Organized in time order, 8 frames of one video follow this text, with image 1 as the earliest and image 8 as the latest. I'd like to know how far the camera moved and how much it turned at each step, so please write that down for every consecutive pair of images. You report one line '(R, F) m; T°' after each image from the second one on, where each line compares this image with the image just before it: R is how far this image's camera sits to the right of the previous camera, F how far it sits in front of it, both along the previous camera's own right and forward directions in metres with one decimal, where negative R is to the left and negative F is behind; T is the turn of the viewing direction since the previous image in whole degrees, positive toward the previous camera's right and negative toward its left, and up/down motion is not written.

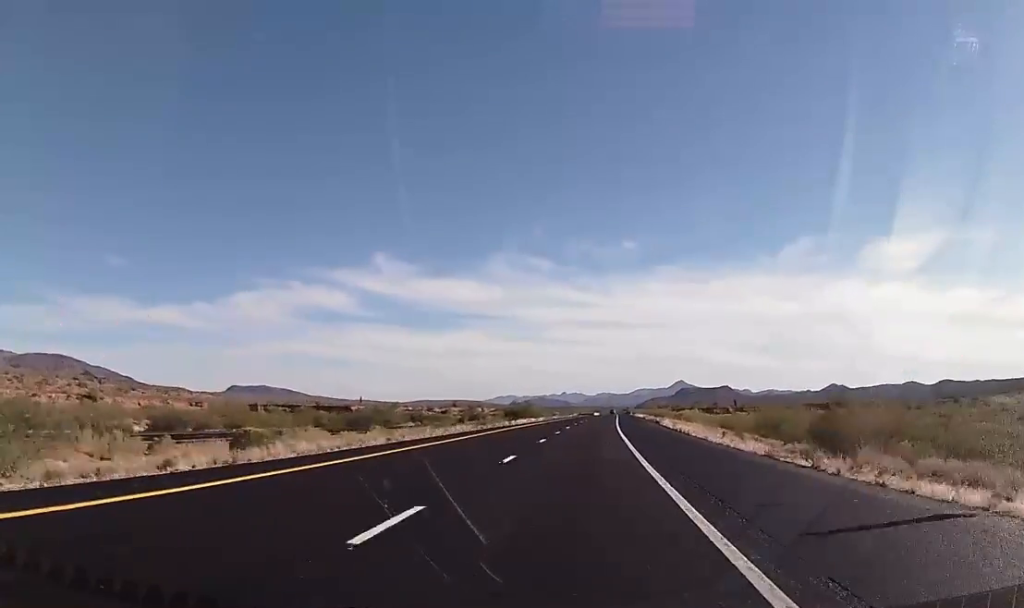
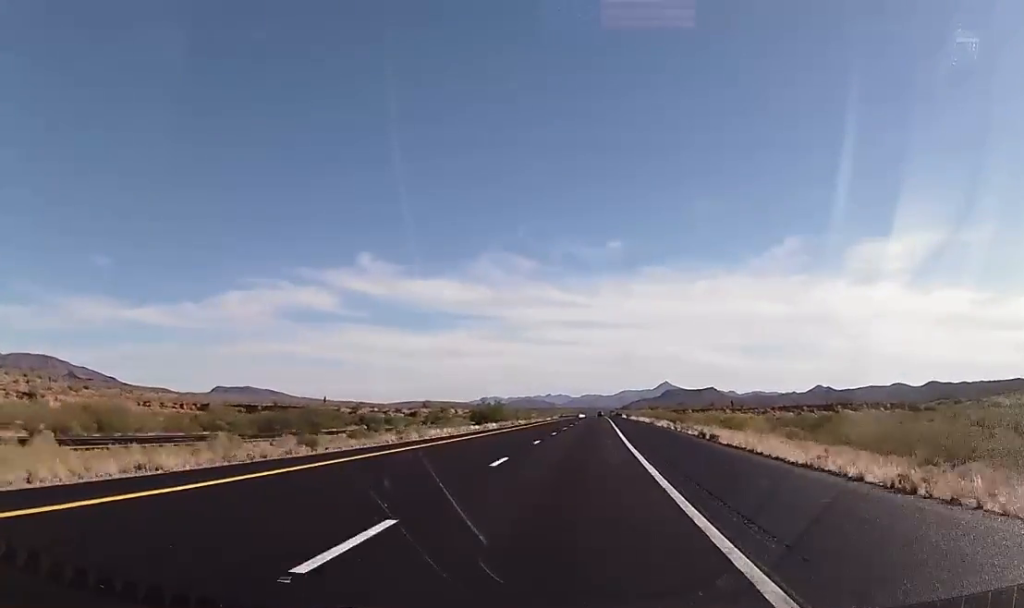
(+0.4, +37.5) m; +1°
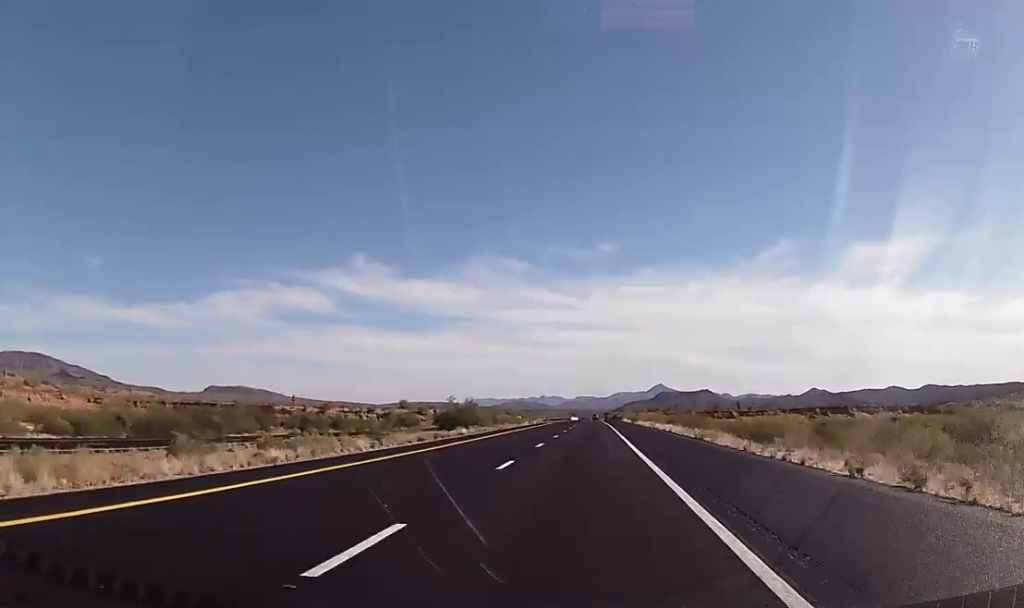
(+0.3, +36.5) m; +1°
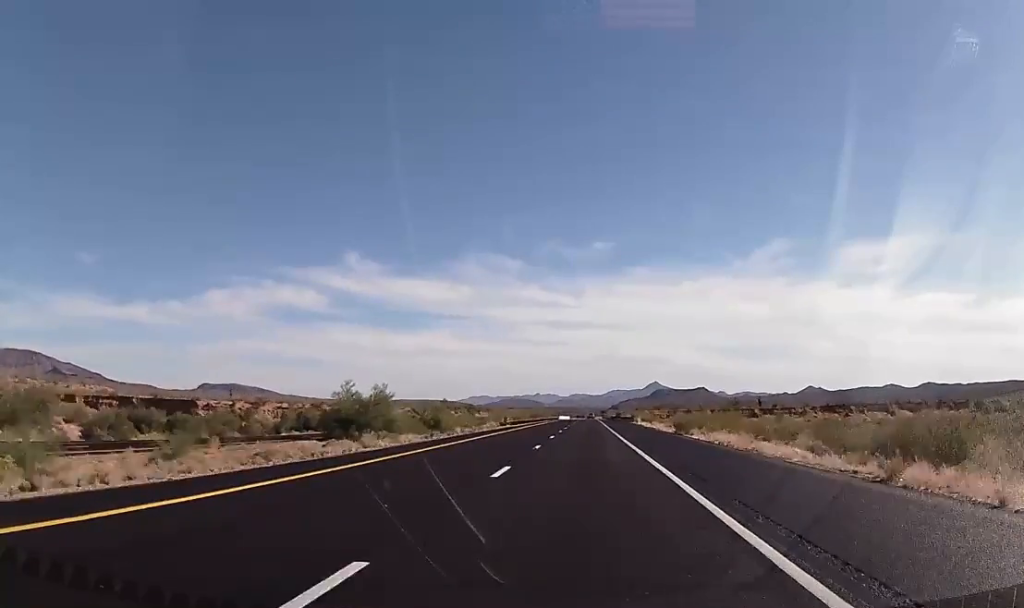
(+0.9, +63.2) m; +1°
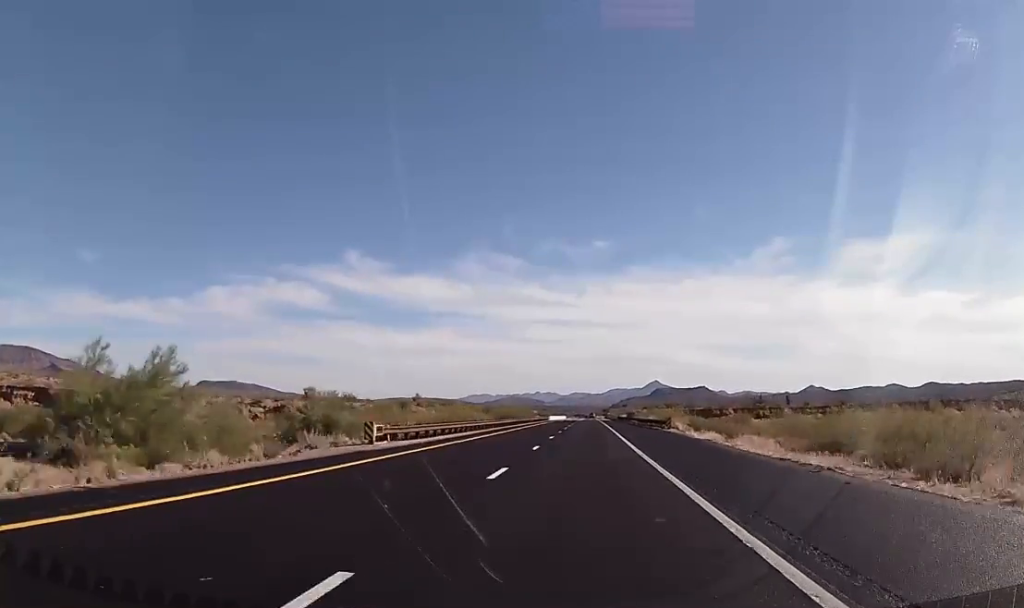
(+0.2, +49.0) m; 0°
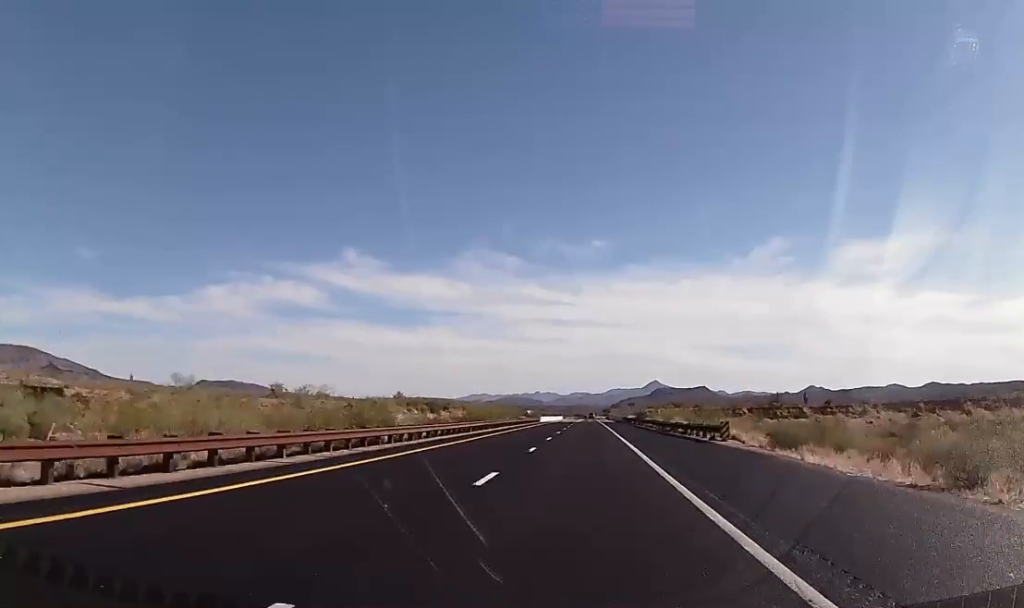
(-0.1, +25.2) m; 0°
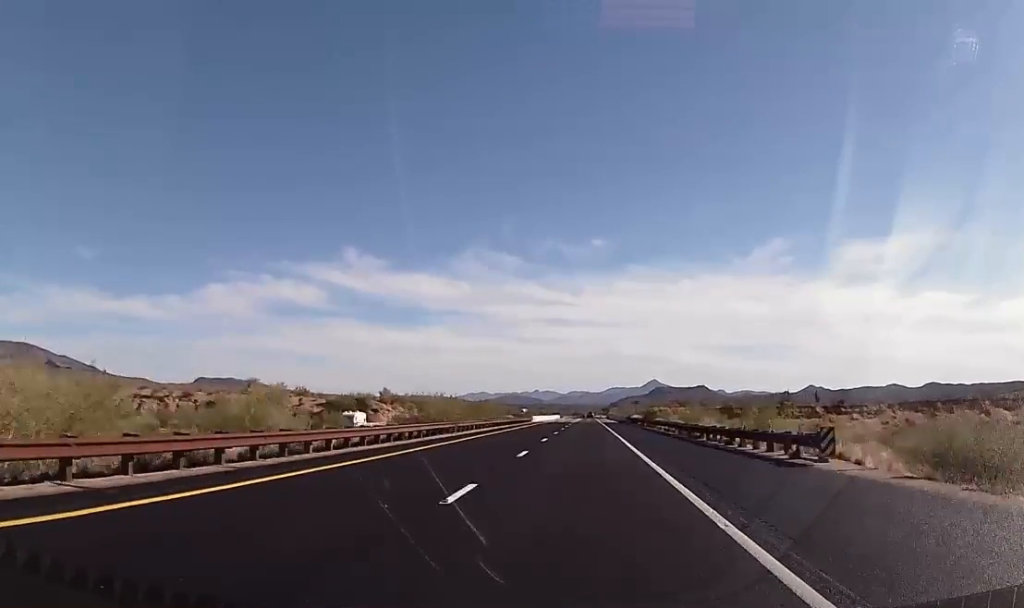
(0.0, +15.1) m; 0°
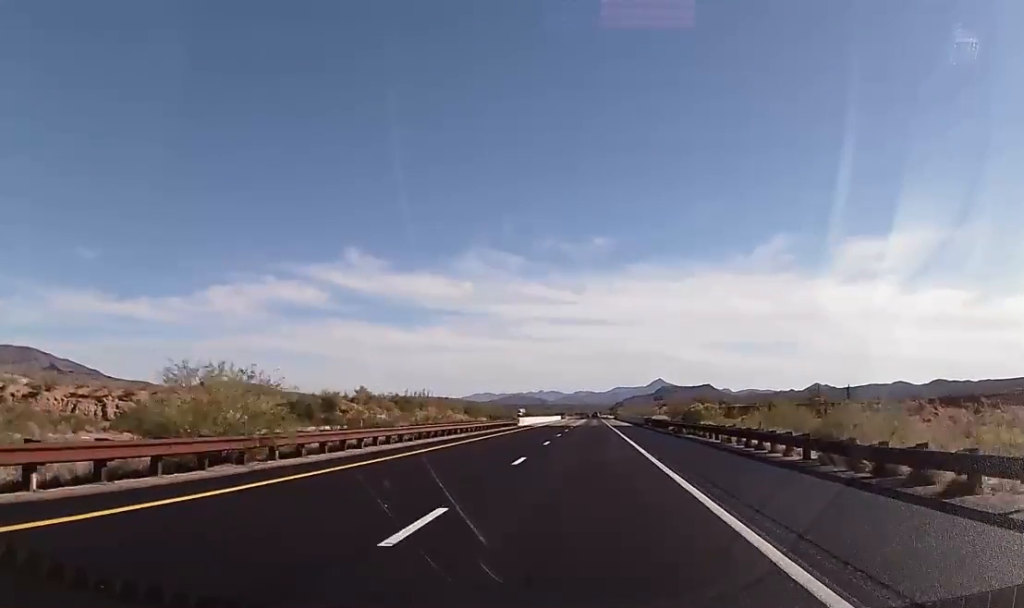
(+0.1, +27.7) m; 0°
